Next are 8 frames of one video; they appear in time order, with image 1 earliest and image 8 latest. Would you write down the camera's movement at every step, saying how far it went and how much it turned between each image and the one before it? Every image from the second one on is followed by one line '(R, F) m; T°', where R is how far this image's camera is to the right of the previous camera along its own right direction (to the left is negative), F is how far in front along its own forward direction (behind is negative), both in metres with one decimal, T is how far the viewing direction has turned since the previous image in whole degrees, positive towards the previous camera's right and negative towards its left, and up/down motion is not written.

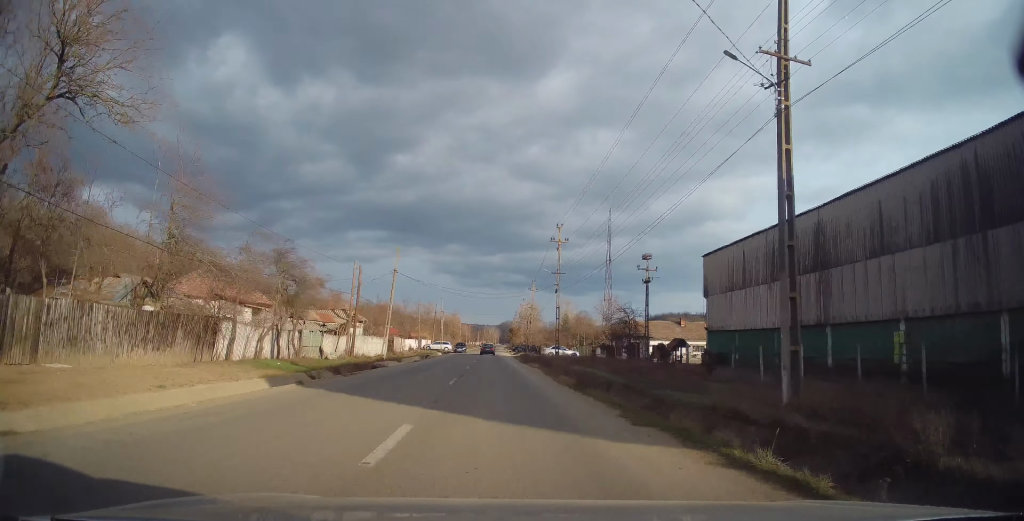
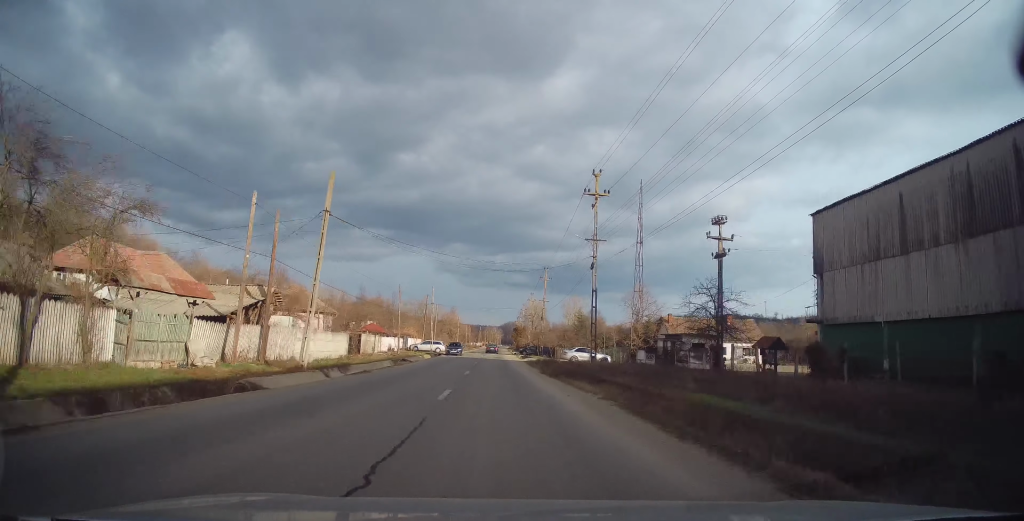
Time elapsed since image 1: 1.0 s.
(0.0, +16.0) m; +1°
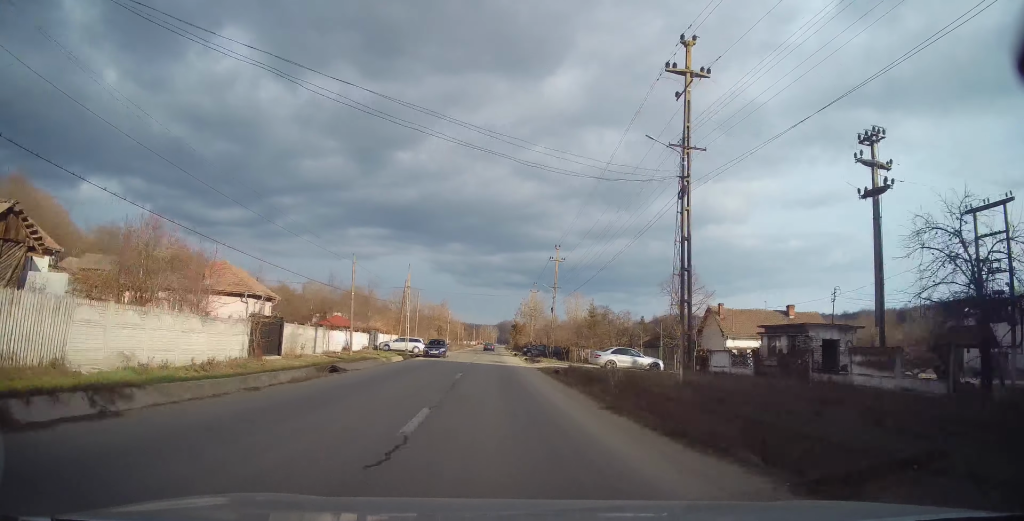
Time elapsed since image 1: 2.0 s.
(+0.4, +16.5) m; 0°
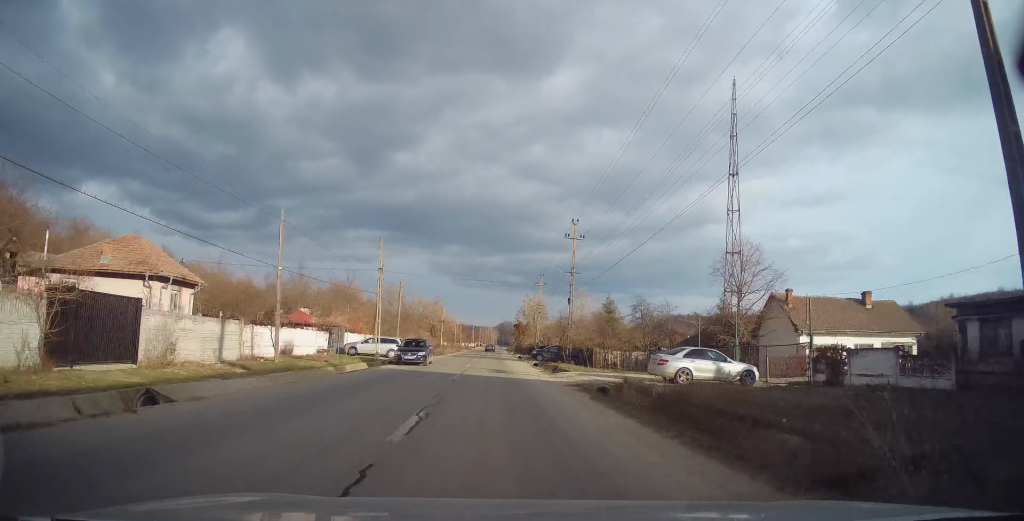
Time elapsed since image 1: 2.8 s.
(-0.2, +12.3) m; -1°
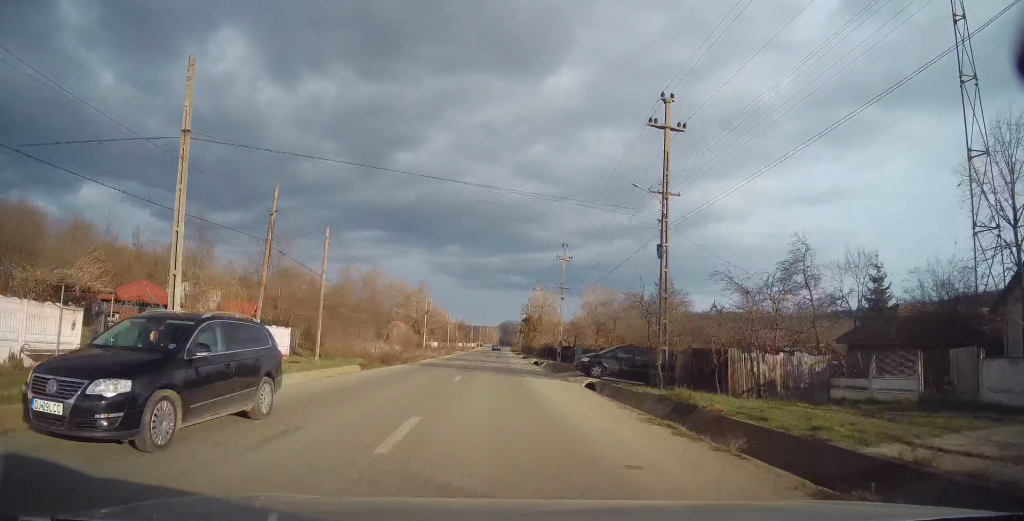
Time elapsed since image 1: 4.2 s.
(0.0, +24.1) m; +1°
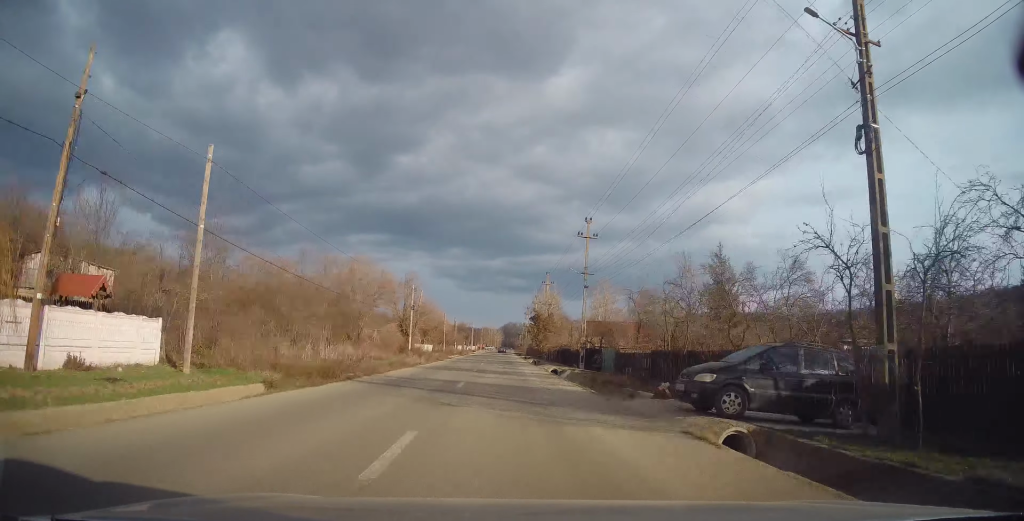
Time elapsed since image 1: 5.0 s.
(+0.1, +12.3) m; +1°
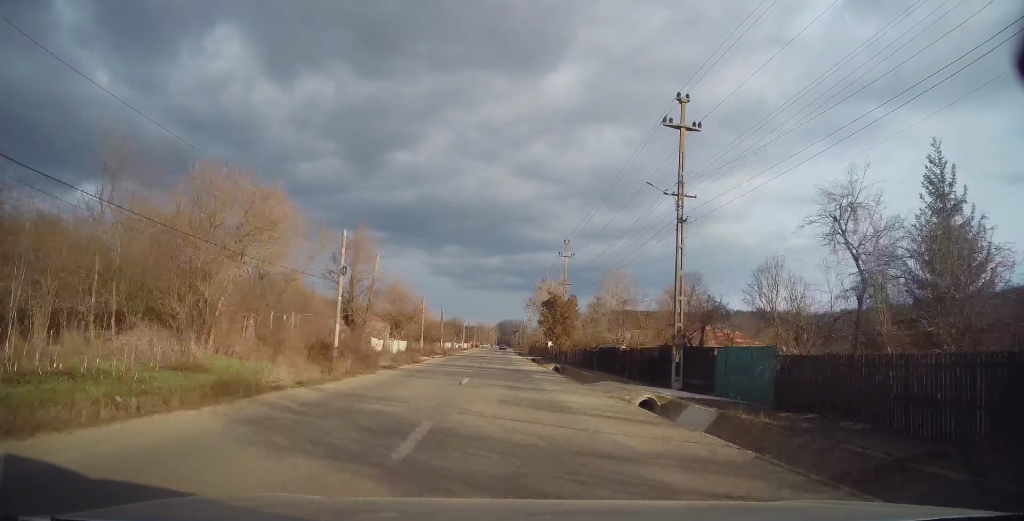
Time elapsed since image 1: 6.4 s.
(0.0, +22.5) m; -1°
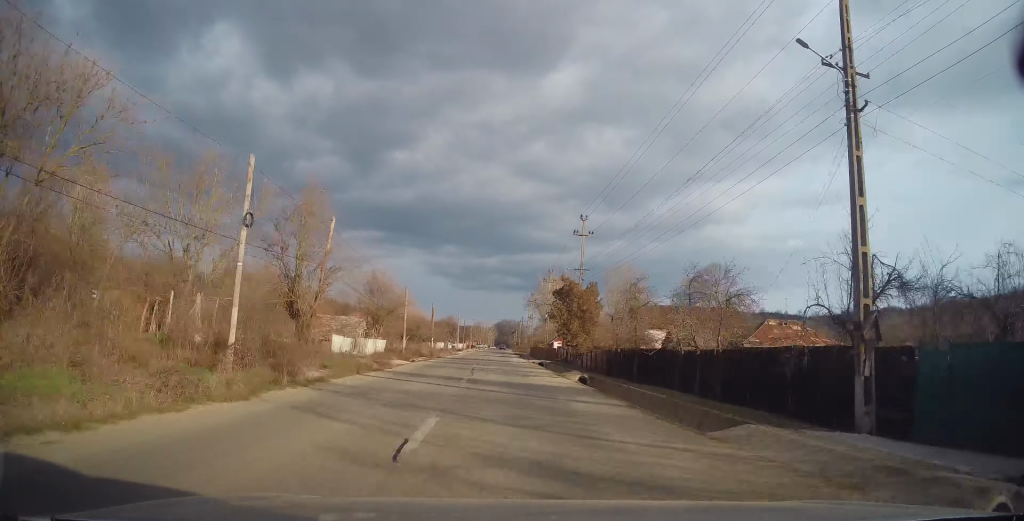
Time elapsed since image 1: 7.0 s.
(-0.1, +11.2) m; 0°
